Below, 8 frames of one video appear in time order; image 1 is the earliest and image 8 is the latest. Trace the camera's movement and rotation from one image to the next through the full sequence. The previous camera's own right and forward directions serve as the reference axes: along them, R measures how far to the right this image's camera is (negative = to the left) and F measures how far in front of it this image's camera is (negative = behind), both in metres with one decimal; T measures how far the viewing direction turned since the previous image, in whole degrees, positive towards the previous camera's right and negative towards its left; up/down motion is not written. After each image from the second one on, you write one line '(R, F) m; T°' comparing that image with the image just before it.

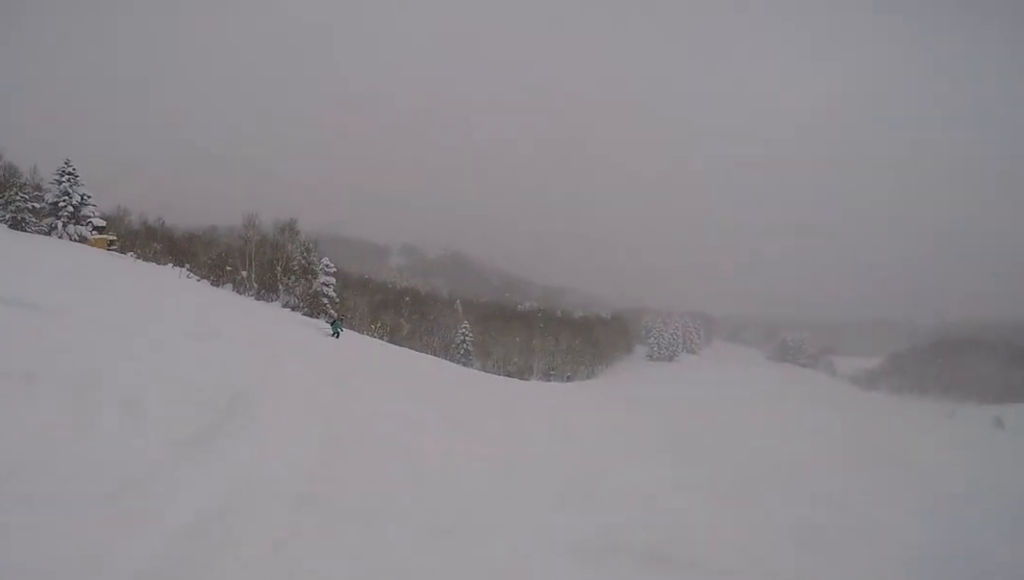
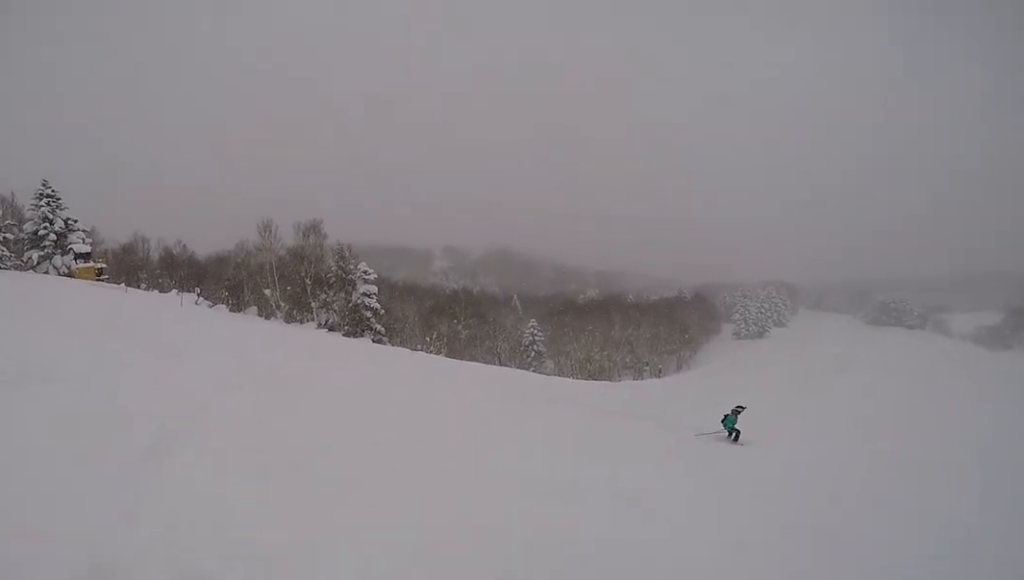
(-2.3, +7.3) m; -9°
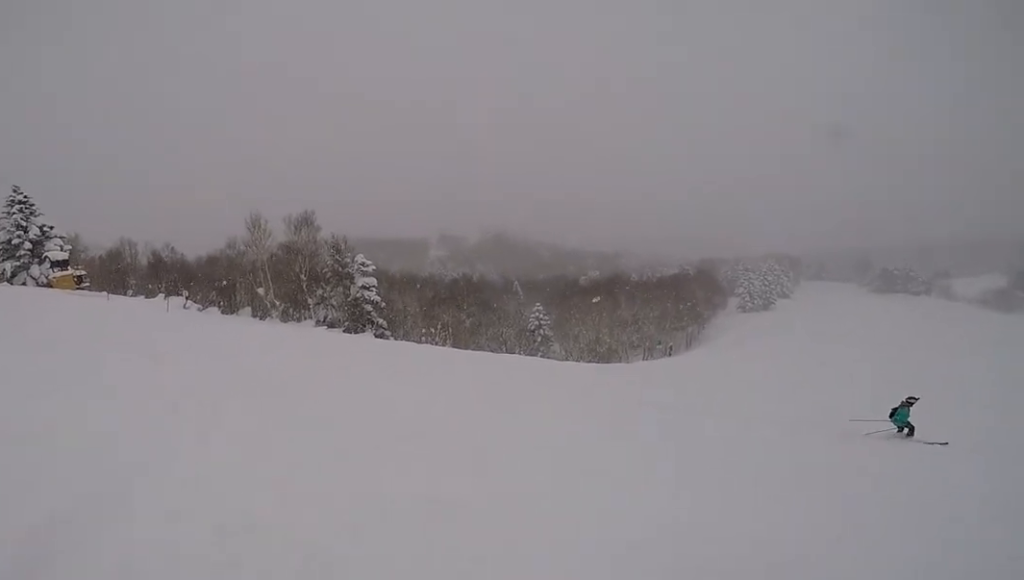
(+0.2, +1.9) m; +2°
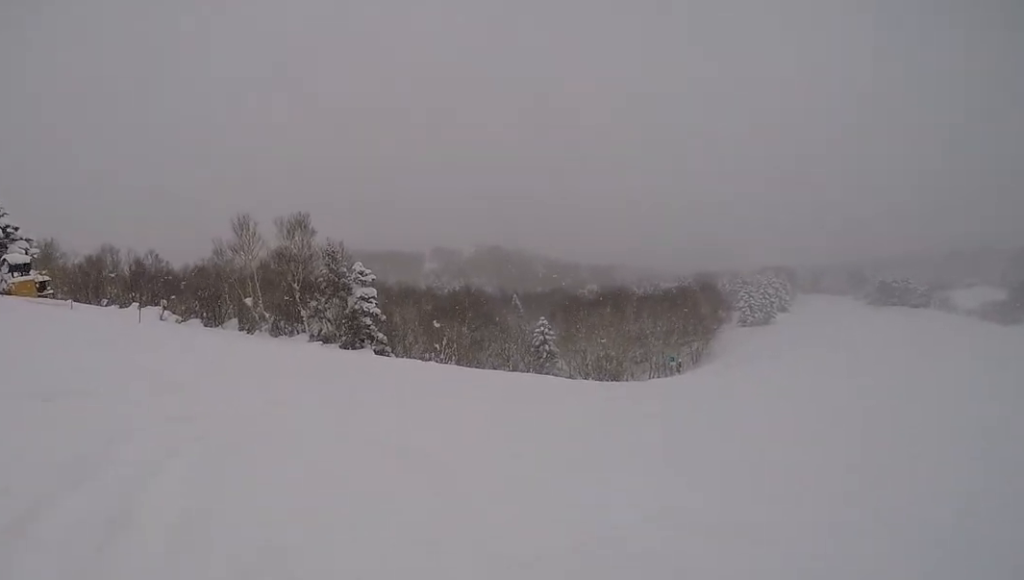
(0.0, +3.0) m; -13°
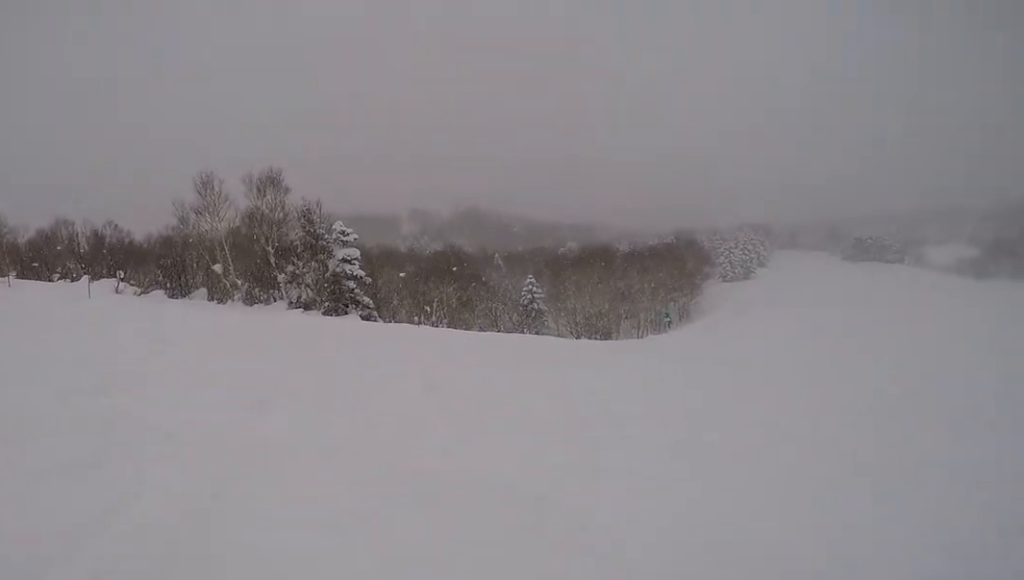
(-0.5, +2.5) m; -3°
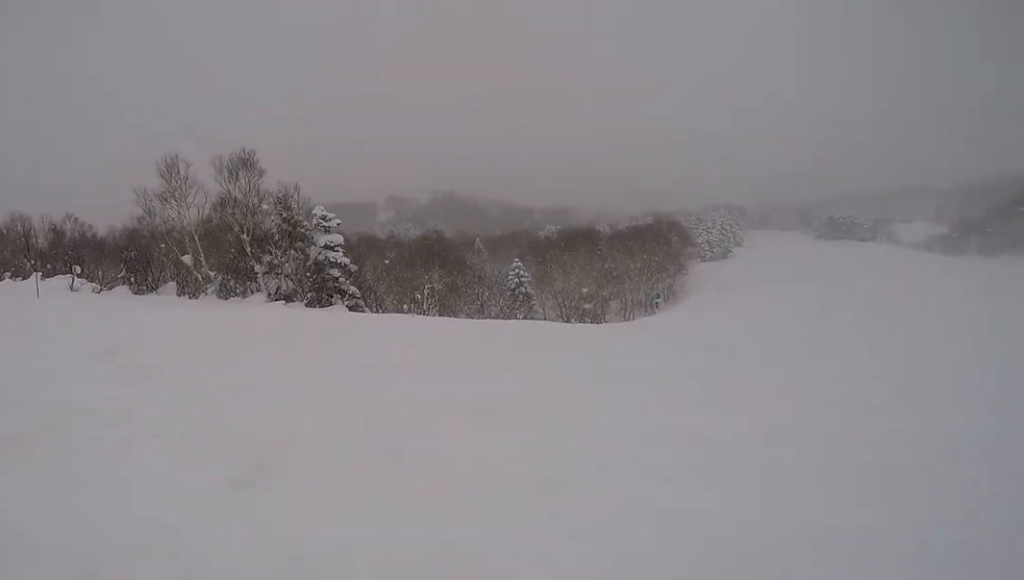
(-0.2, +2.0) m; -3°
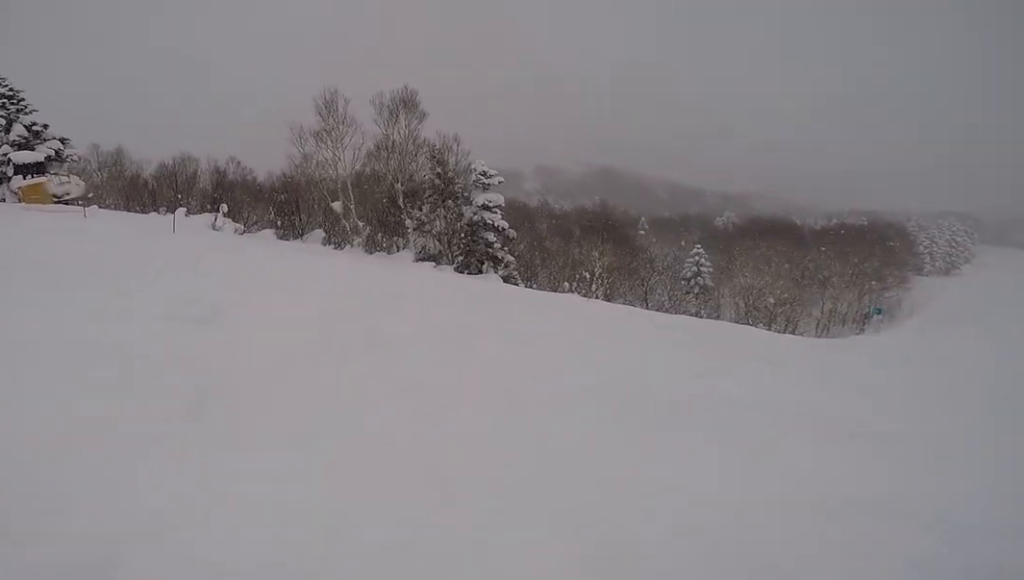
(+0.4, +3.3) m; -6°
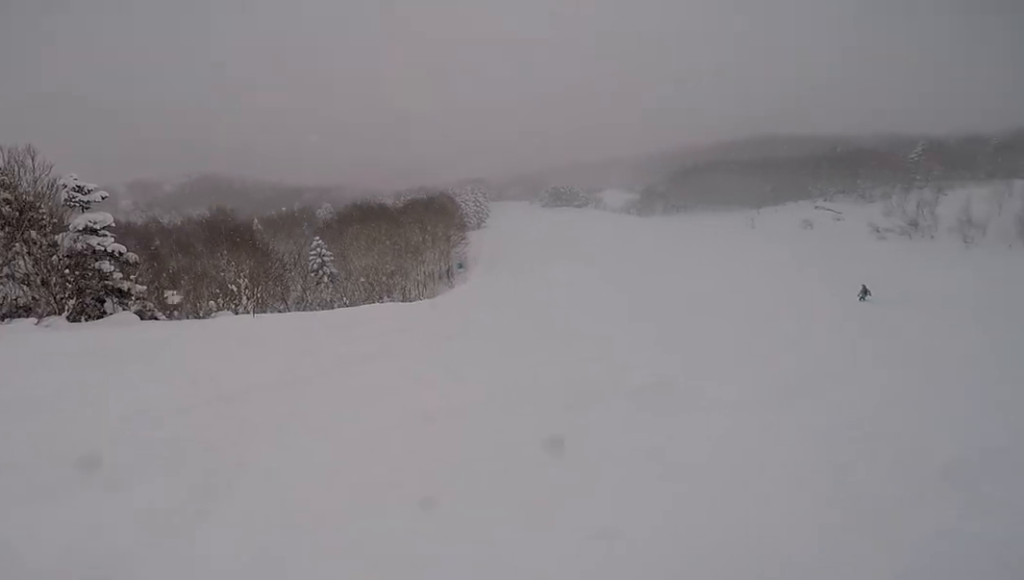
(-0.1, +4.4) m; +36°
